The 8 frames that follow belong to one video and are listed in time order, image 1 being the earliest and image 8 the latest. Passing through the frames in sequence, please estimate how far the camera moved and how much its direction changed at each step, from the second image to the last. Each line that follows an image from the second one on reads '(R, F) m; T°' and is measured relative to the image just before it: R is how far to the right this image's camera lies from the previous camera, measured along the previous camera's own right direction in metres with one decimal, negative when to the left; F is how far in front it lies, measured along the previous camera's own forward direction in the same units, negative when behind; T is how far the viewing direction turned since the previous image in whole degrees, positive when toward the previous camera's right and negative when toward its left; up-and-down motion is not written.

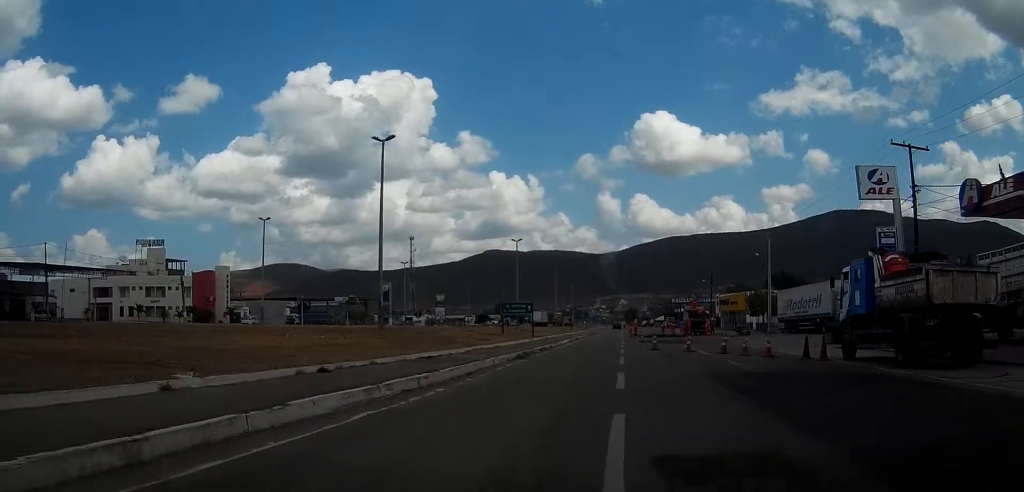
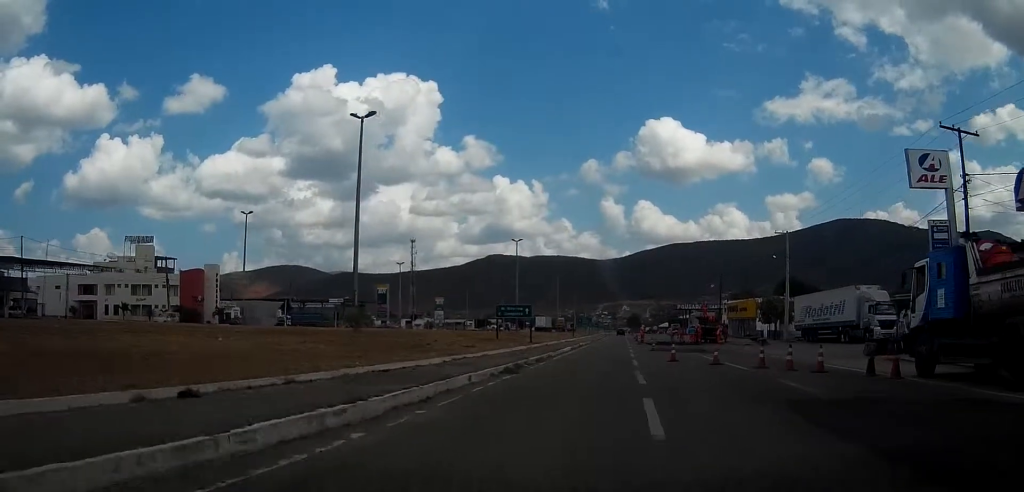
(-0.1, +5.7) m; +1°
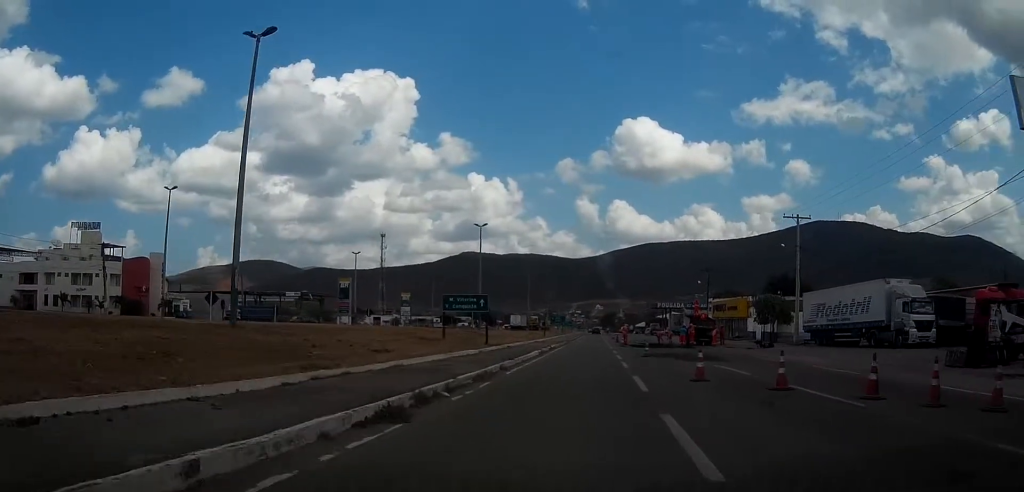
(+0.3, +10.6) m; +4°
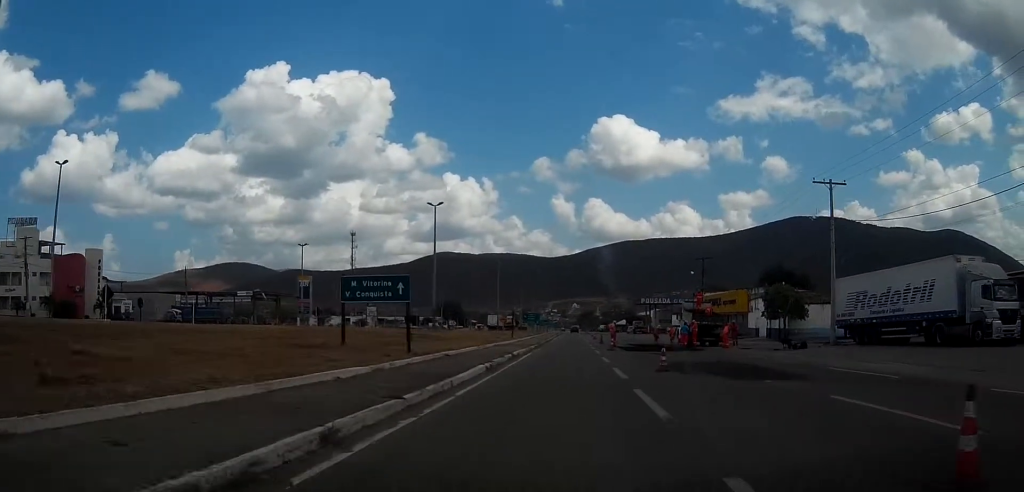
(+0.3, +13.1) m; +2°
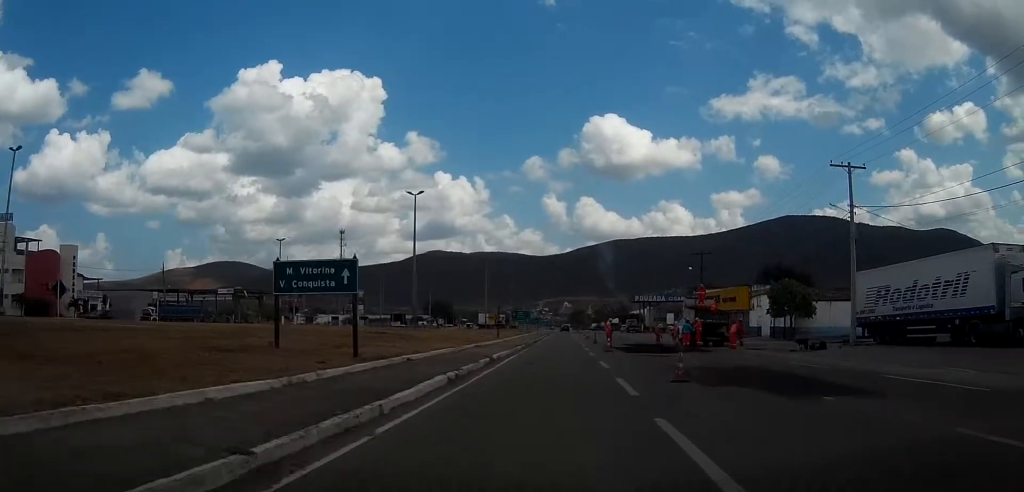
(0.0, +4.8) m; +1°
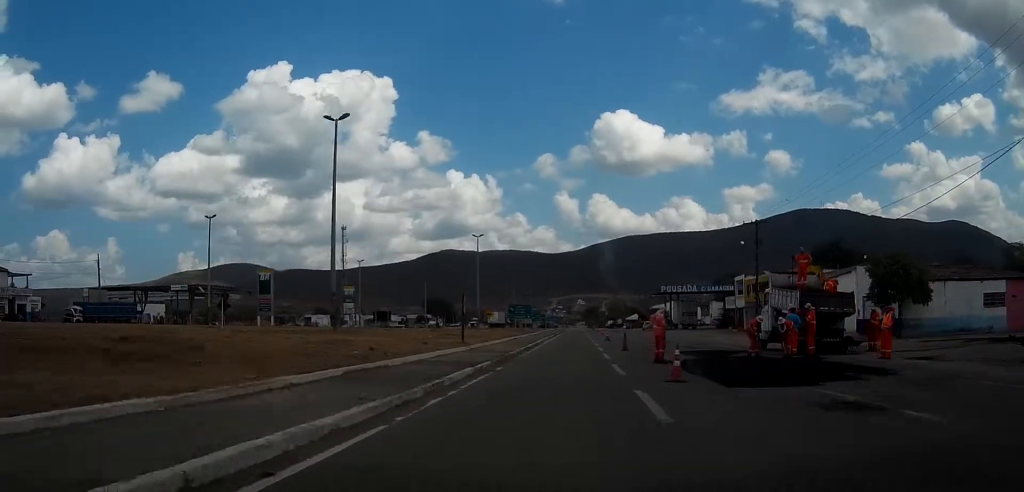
(+0.3, +21.7) m; 0°
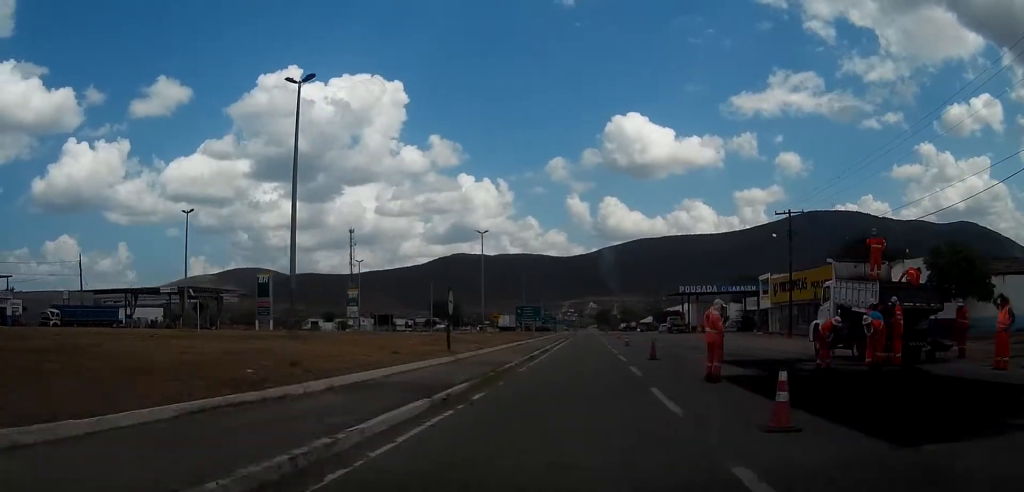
(0.0, +6.8) m; -1°
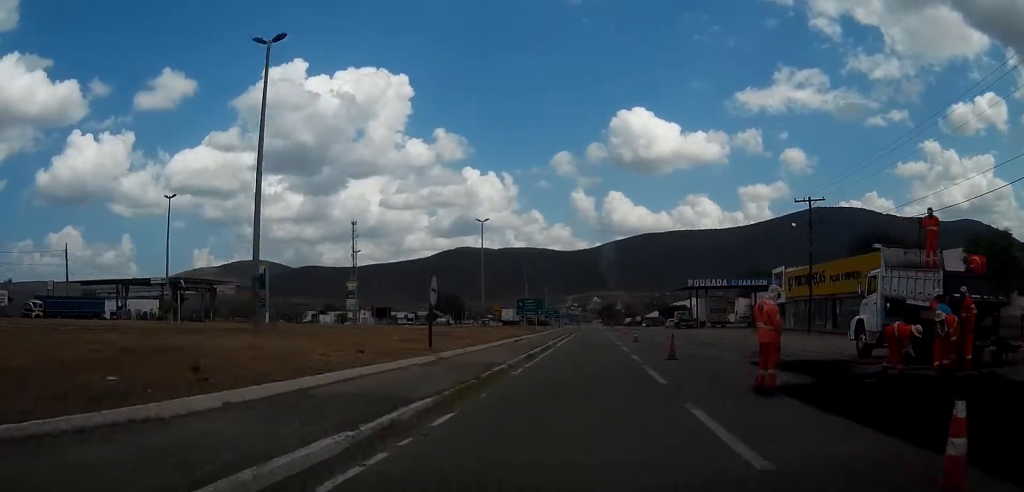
(0.0, +4.0) m; 0°
